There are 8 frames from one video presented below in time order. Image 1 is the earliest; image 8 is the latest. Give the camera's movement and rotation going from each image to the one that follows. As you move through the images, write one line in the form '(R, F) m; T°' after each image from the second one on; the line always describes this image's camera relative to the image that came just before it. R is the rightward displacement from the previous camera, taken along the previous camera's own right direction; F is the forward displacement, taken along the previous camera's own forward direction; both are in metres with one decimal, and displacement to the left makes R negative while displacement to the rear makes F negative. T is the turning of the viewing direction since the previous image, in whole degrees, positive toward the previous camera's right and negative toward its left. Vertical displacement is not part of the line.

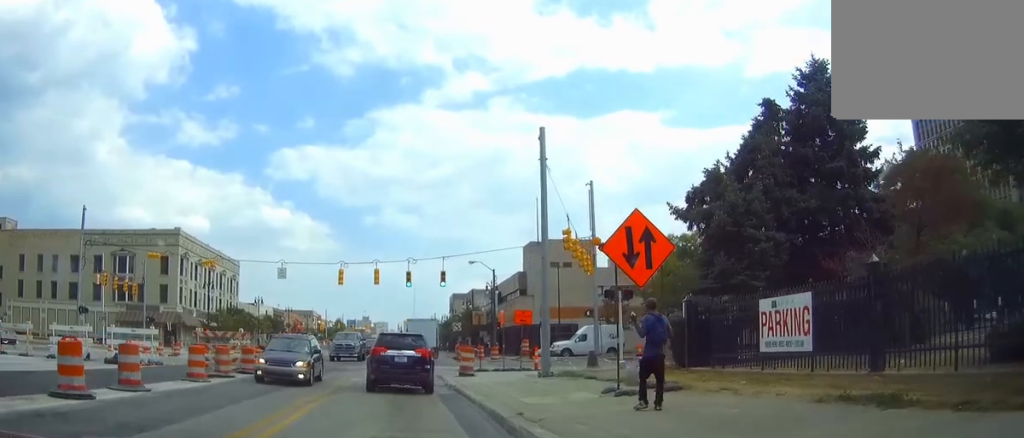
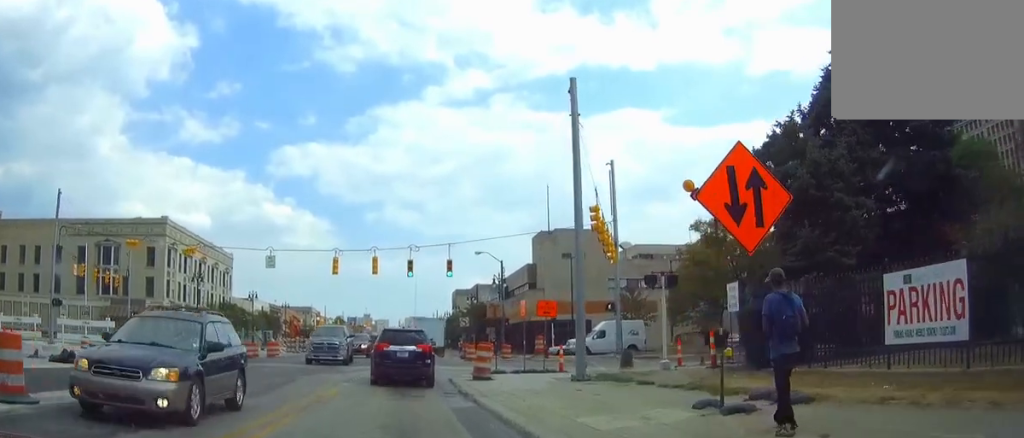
(-0.1, +4.6) m; -3°
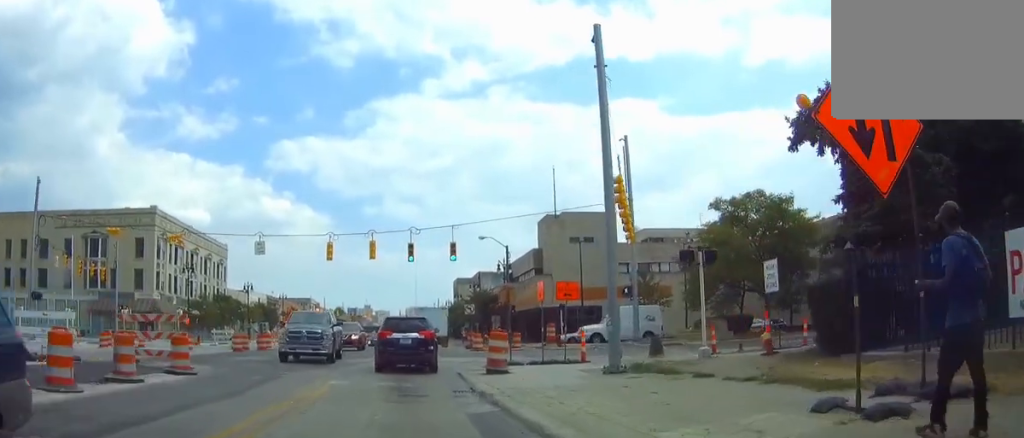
(-0.1, +3.3) m; -1°
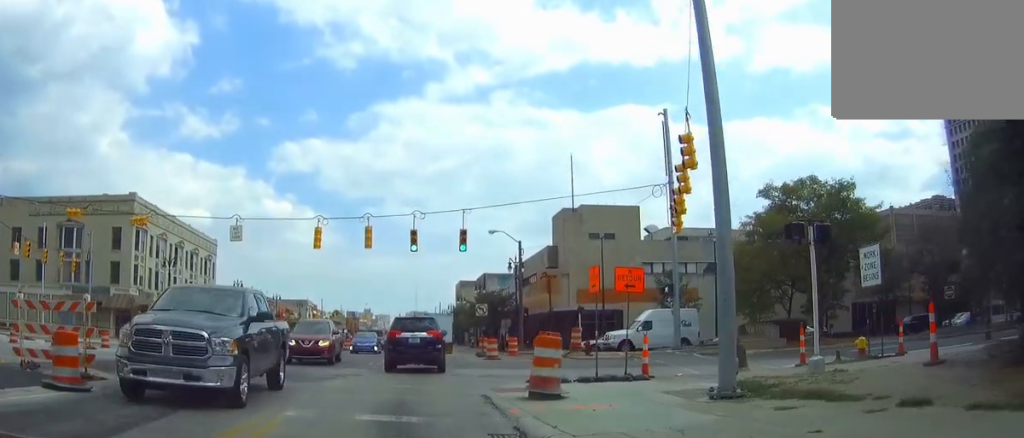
(0.0, +6.4) m; -1°
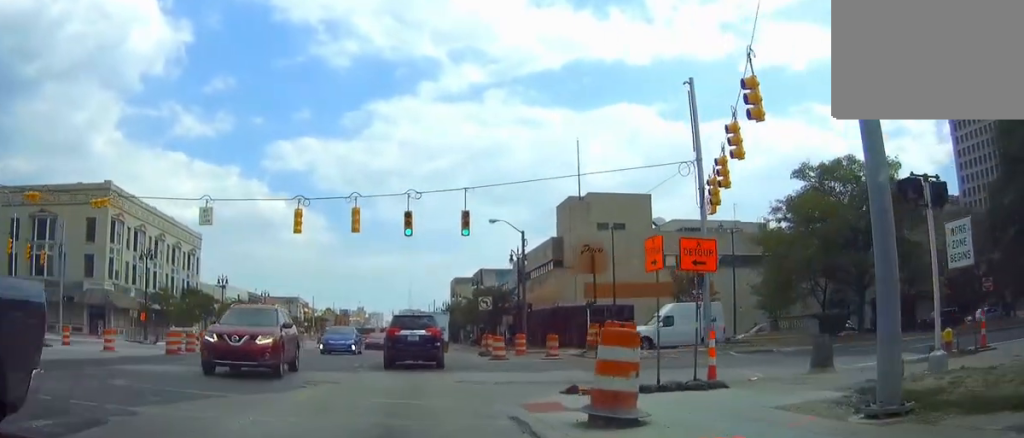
(0.0, +4.4) m; 0°
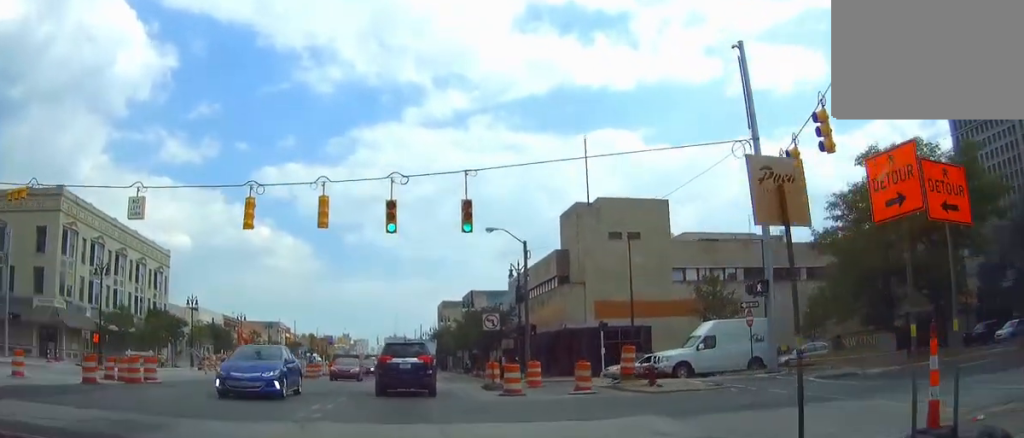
(-0.1, +7.1) m; +1°
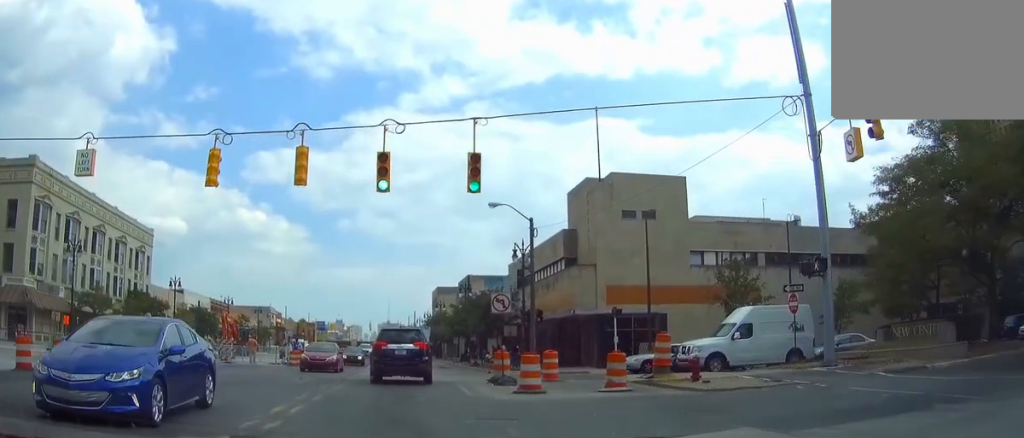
(+0.1, +4.2) m; +2°
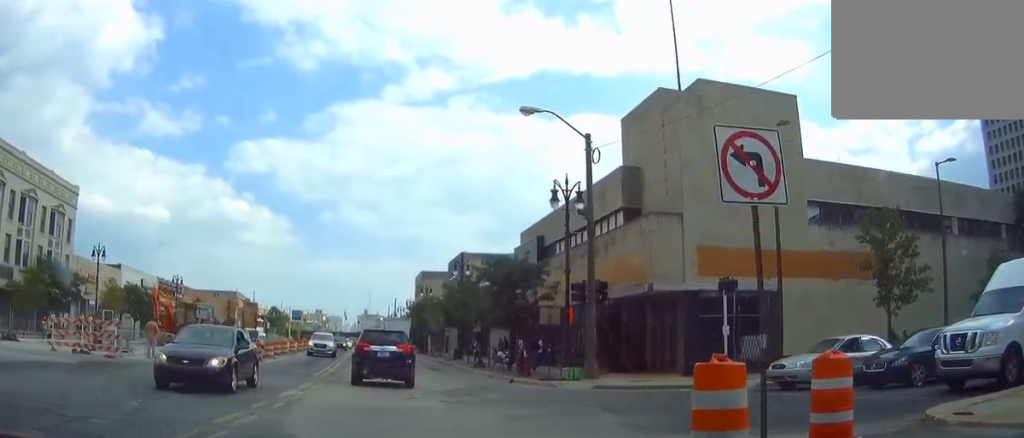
(+0.6, +16.0) m; +3°
